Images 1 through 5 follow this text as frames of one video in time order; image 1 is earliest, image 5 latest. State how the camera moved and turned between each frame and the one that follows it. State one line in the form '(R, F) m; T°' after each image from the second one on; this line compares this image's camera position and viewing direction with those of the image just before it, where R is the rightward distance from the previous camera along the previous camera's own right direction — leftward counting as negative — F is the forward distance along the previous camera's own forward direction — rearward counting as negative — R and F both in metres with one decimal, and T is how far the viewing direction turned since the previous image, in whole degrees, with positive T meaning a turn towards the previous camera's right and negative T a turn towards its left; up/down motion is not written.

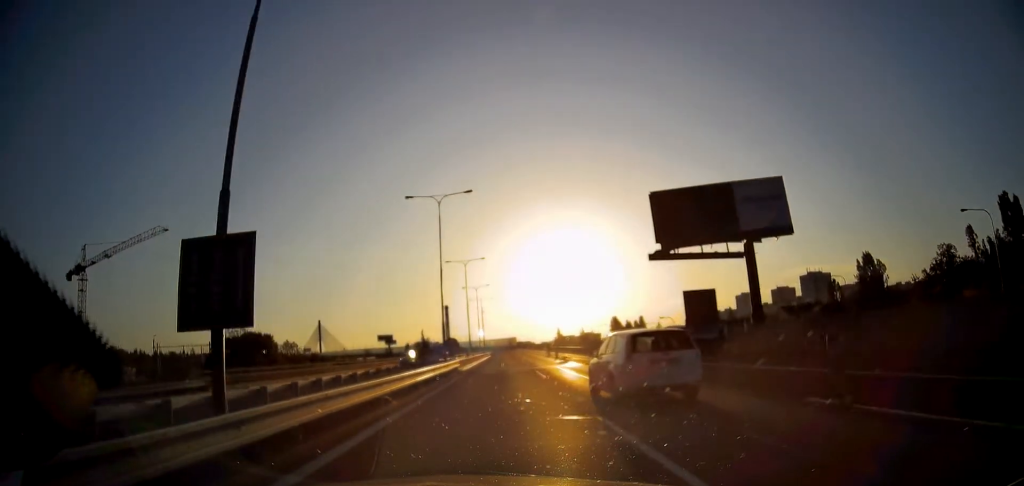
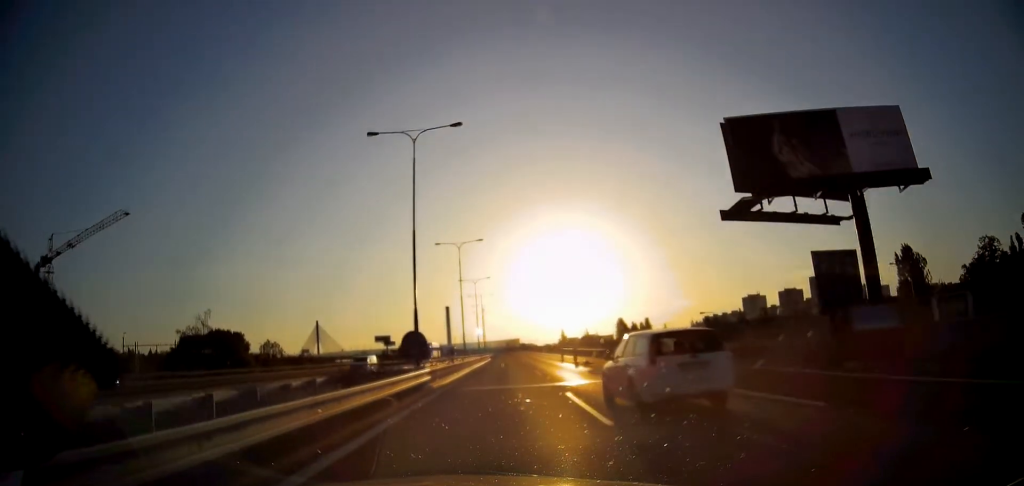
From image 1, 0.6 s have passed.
(-0.1, +12.5) m; 0°
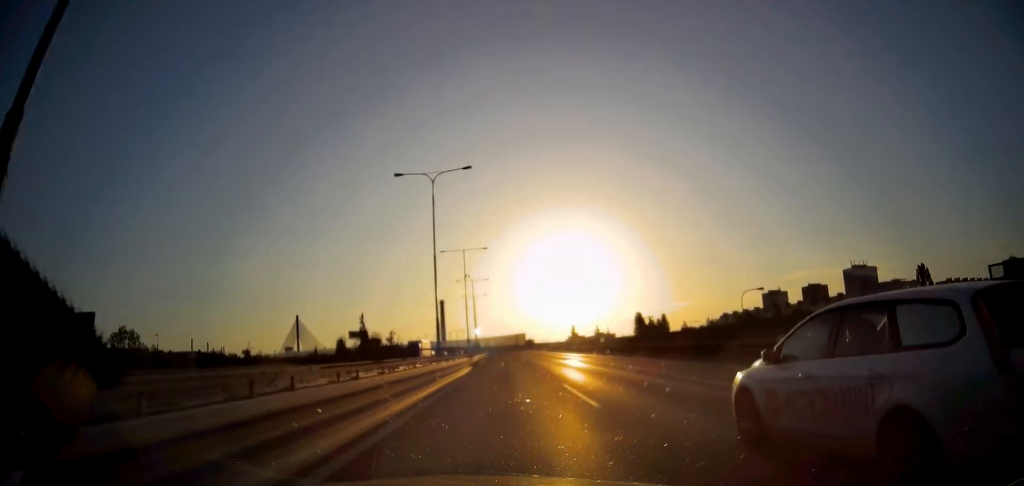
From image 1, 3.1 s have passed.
(-0.5, +50.7) m; -1°
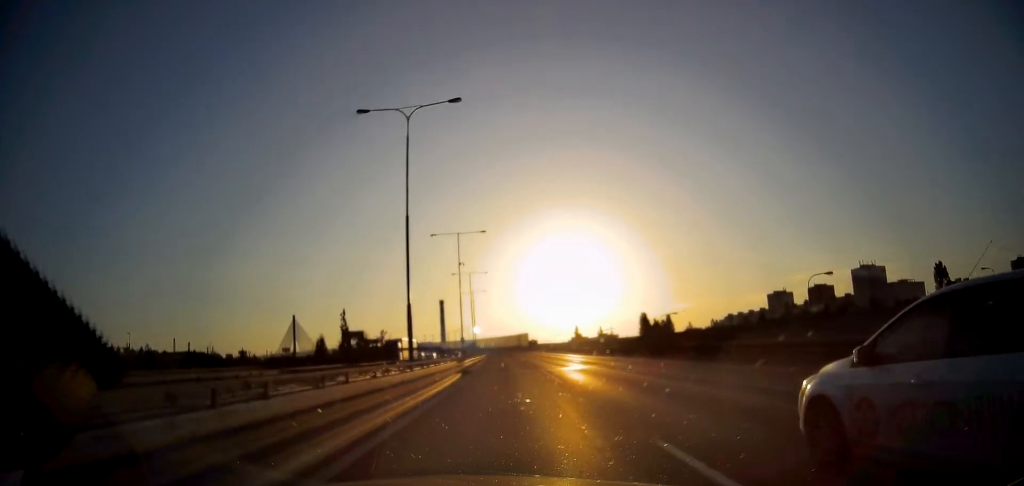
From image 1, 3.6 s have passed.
(0.0, +9.8) m; 0°
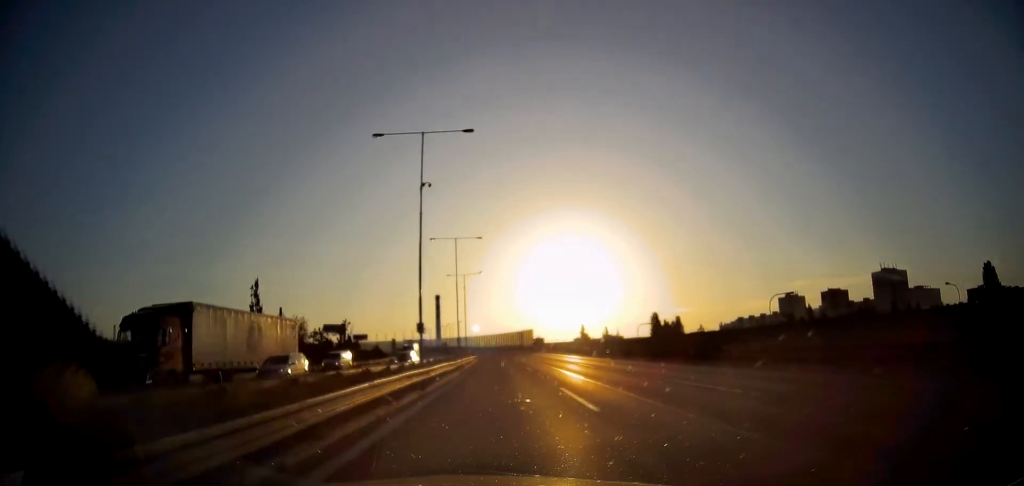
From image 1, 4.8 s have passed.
(0.0, +25.8) m; 0°
